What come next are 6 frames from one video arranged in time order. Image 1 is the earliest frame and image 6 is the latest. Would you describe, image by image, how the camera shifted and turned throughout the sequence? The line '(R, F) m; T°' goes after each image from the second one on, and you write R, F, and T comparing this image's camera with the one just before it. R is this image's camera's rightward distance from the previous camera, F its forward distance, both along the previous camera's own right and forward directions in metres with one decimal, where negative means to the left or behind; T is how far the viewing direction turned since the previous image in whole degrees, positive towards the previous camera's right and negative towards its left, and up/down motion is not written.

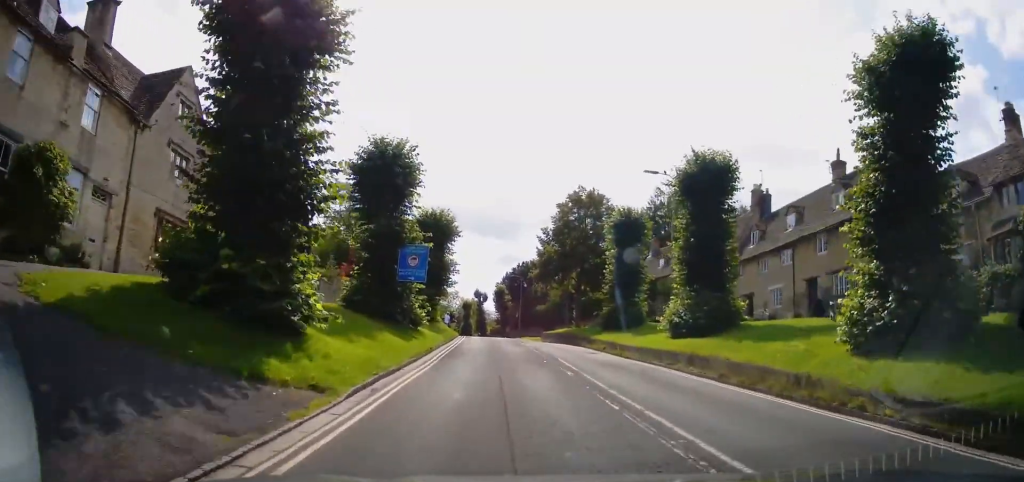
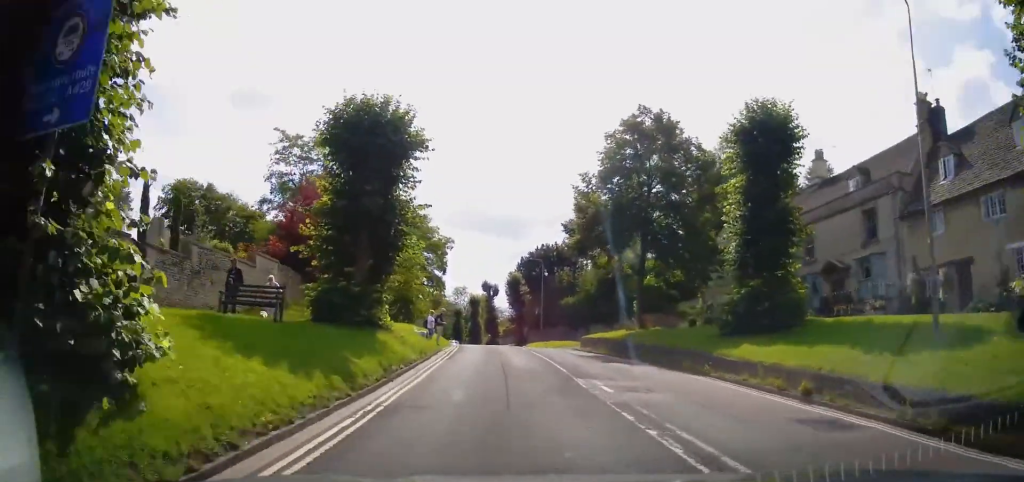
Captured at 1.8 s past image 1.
(+0.1, +19.6) m; +1°
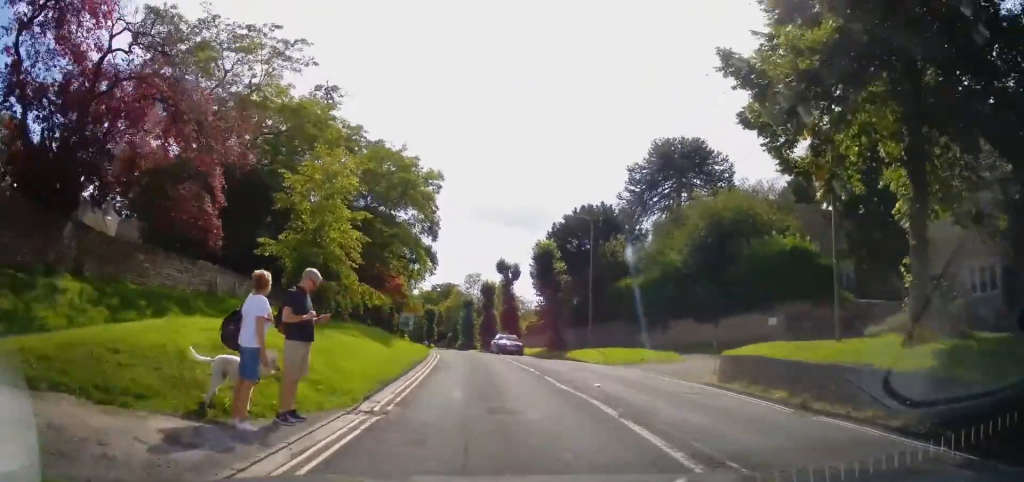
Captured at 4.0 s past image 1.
(-0.8, +22.0) m; -4°
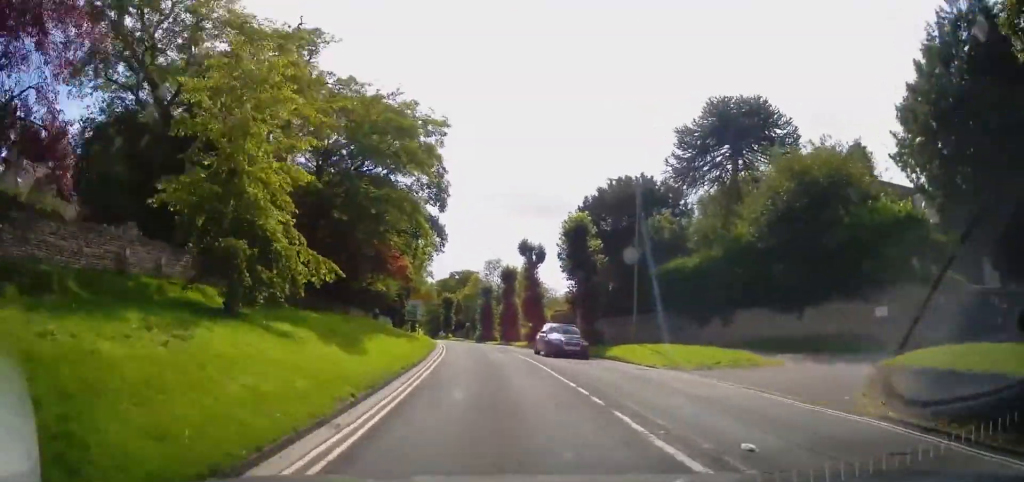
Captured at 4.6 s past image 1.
(-0.2, +6.7) m; -1°
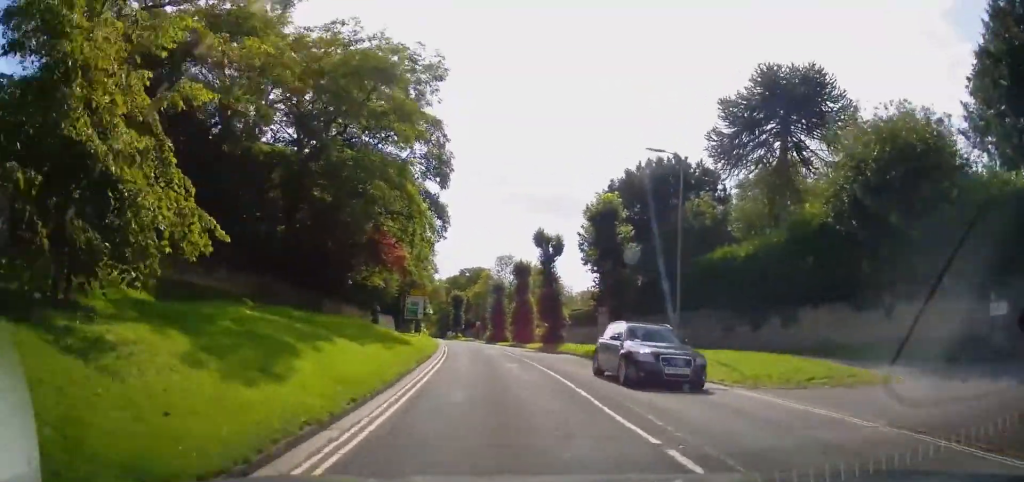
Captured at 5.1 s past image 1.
(-0.1, +5.5) m; -1°
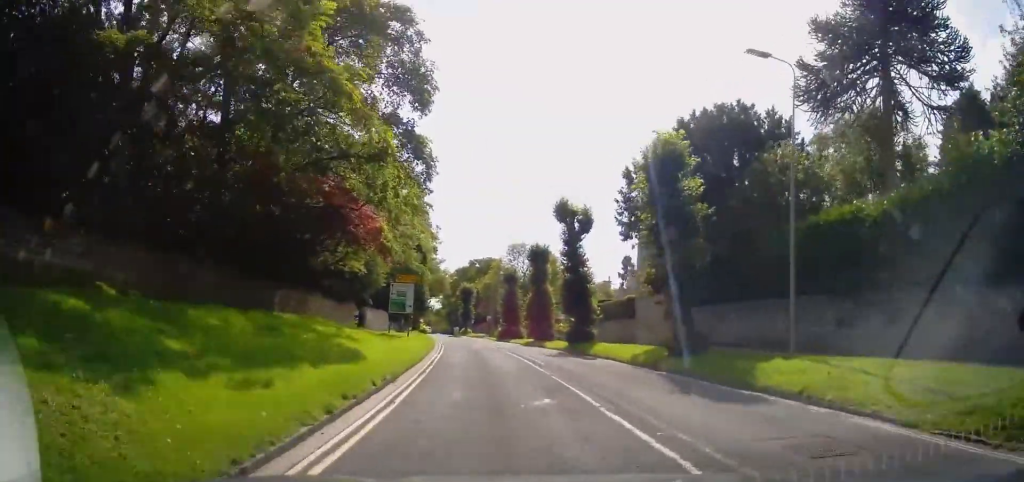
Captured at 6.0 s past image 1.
(0.0, +9.1) m; -2°
